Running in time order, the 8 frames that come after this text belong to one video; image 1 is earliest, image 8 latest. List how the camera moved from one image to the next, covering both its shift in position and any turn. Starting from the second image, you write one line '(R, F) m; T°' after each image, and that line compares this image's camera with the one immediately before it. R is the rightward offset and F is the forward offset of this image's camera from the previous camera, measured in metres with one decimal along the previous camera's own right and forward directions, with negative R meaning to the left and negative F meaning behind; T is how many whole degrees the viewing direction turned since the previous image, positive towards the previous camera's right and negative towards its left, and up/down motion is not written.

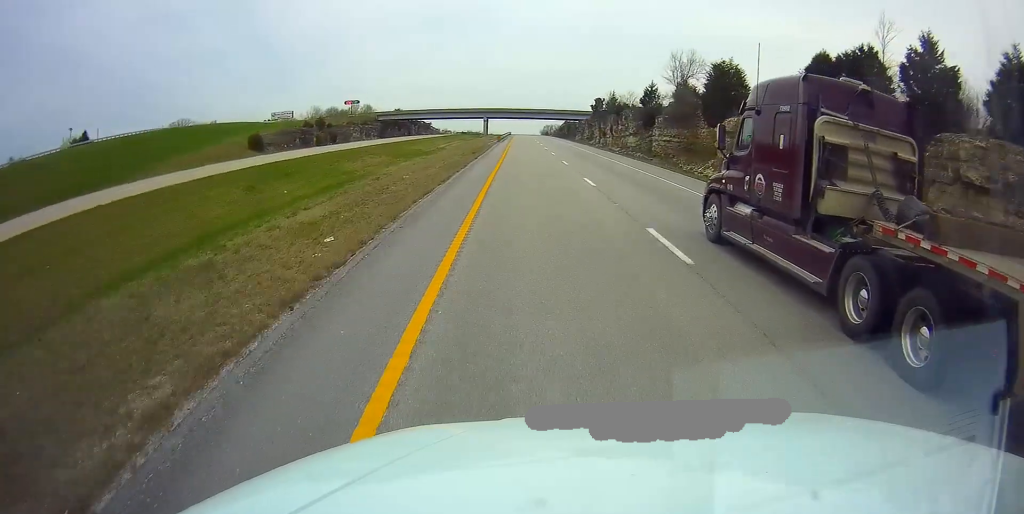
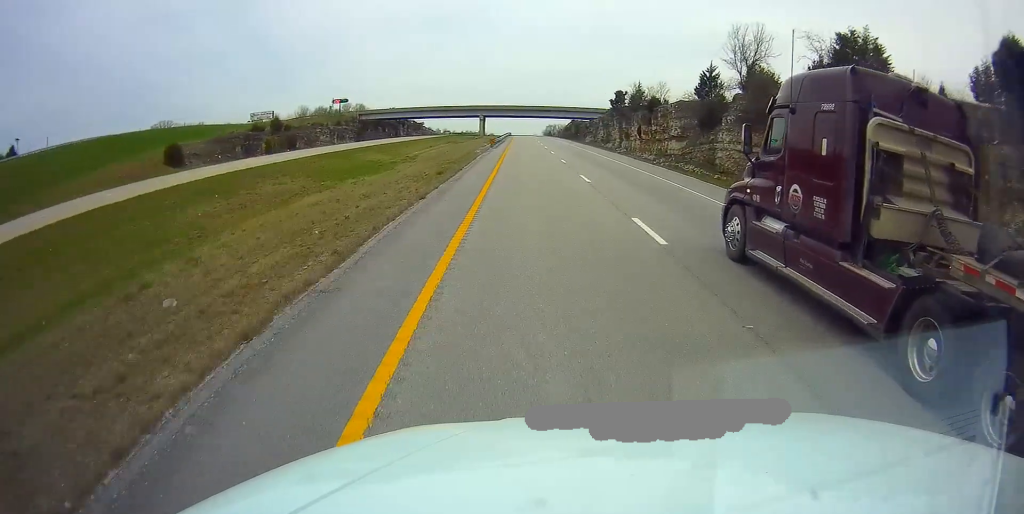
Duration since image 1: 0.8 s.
(0.0, +22.7) m; 0°
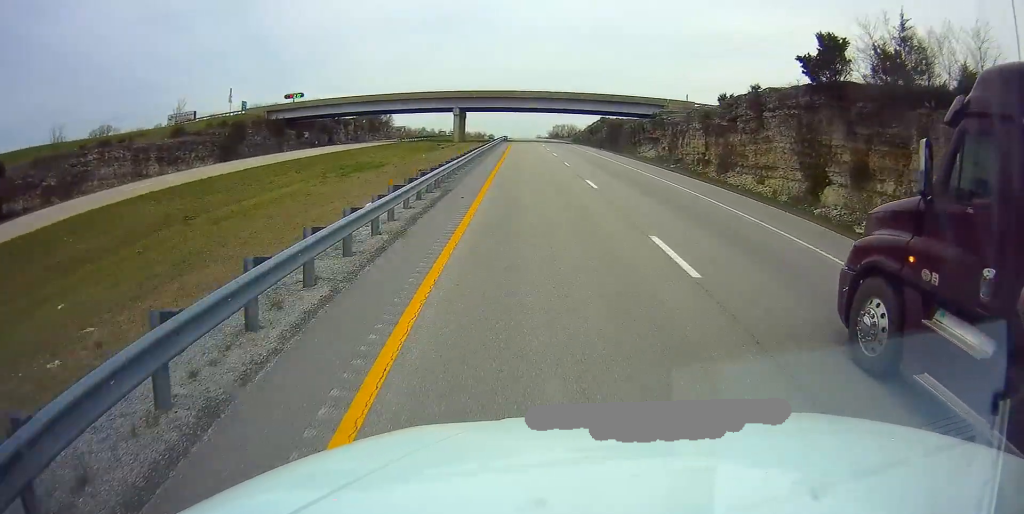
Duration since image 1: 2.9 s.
(0.0, +62.8) m; 0°
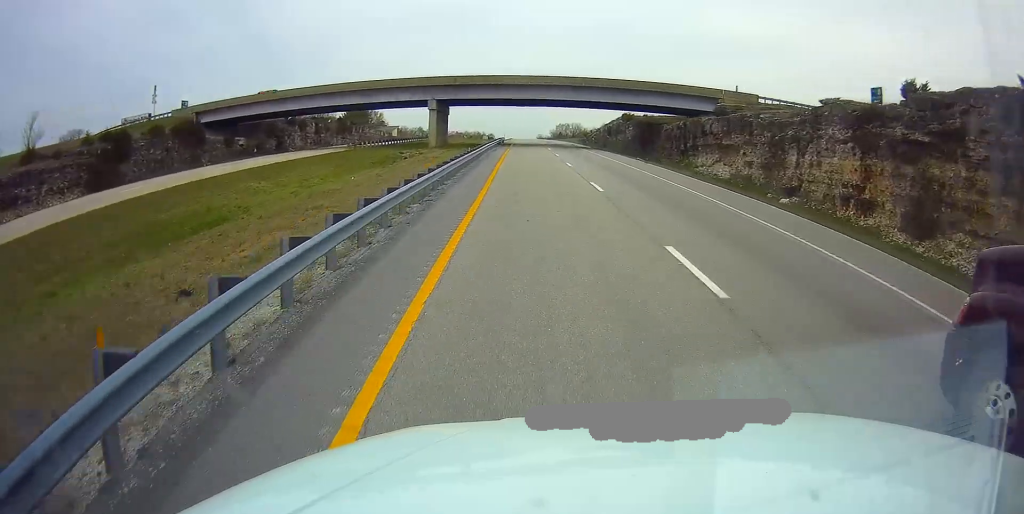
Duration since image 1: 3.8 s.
(+0.2, +25.4) m; 0°
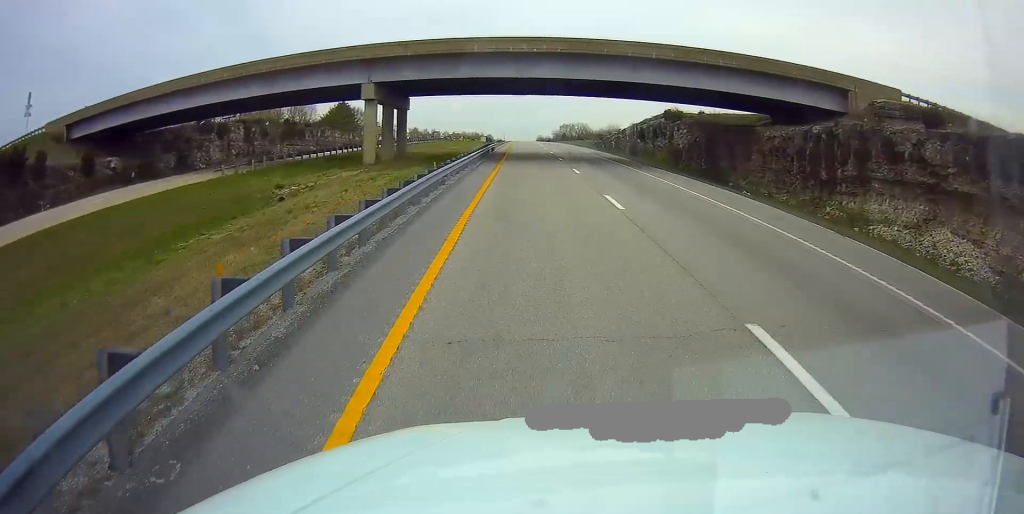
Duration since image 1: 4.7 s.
(-0.3, +28.2) m; -1°
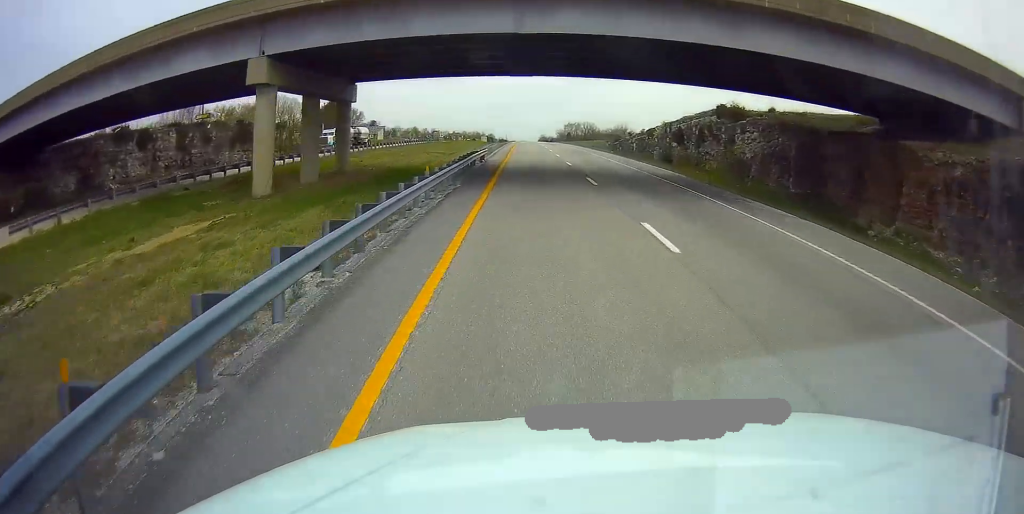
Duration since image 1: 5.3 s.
(-0.1, +17.4) m; 0°
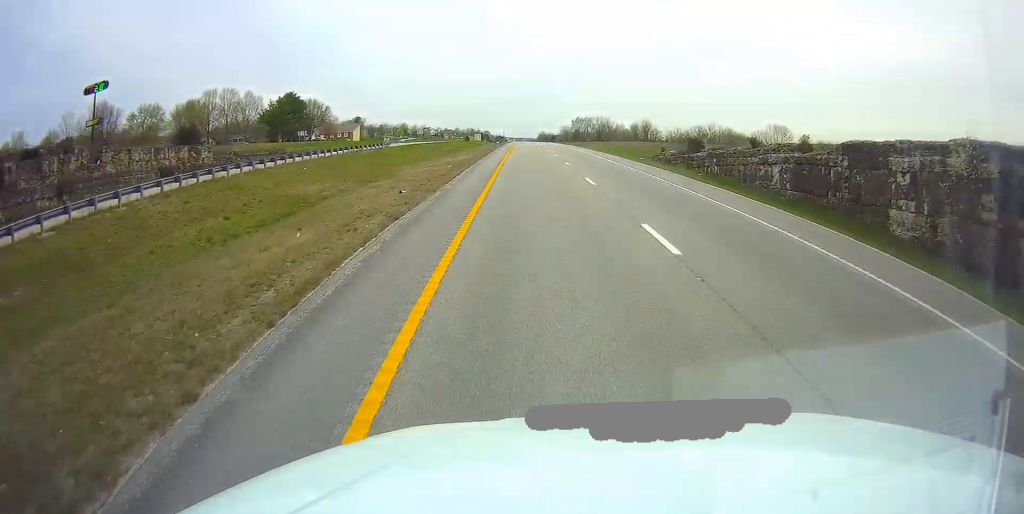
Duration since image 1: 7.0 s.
(+0.3, +48.4) m; +1°
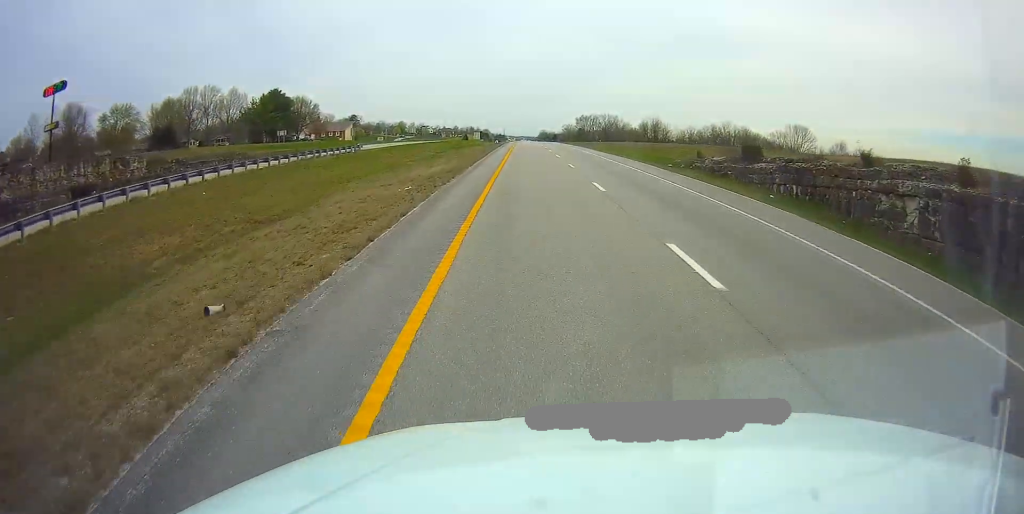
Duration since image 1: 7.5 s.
(+0.1, +14.6) m; 0°
